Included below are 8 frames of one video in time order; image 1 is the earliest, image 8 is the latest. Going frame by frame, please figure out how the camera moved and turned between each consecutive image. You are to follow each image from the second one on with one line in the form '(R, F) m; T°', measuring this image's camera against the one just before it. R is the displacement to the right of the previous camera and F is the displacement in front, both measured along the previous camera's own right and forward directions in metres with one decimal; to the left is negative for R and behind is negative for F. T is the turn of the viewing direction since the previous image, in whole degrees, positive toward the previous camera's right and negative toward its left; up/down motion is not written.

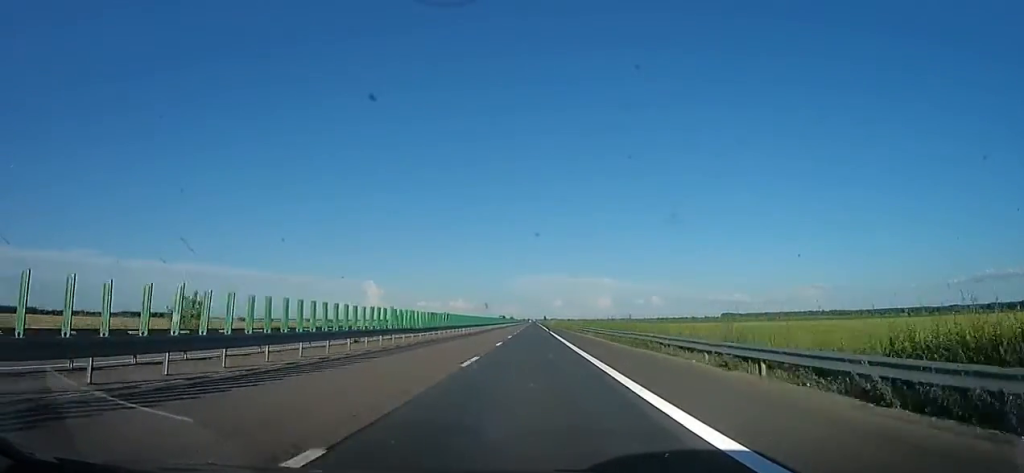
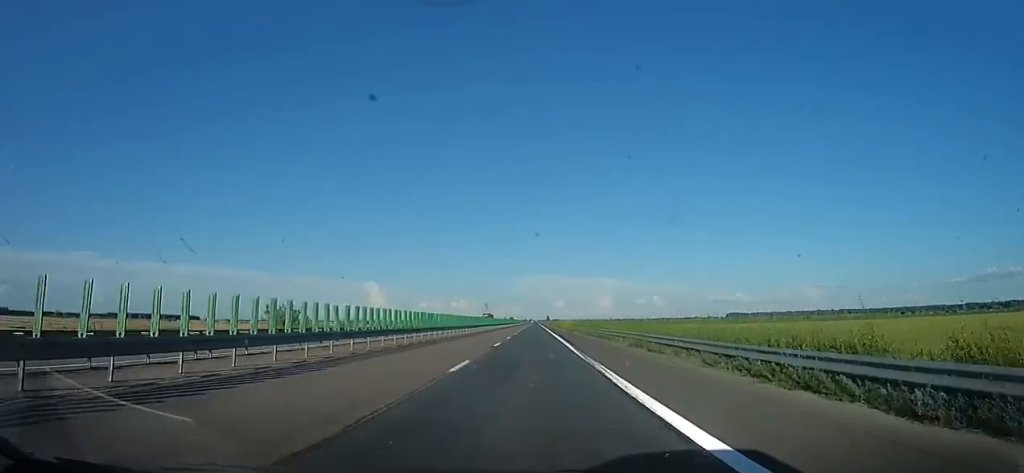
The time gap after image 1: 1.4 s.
(-0.6, +49.0) m; +1°
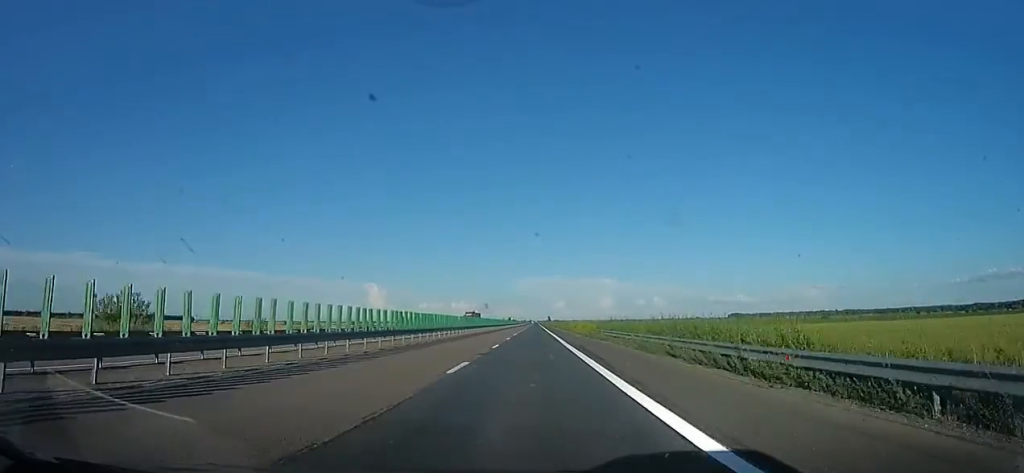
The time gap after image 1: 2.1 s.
(+0.5, +24.2) m; +1°
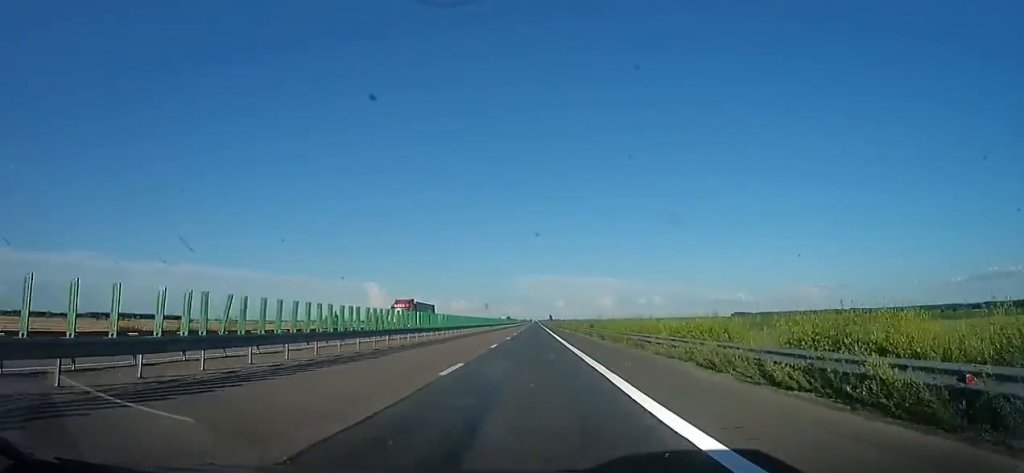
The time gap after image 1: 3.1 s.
(0.0, +36.6) m; 0°
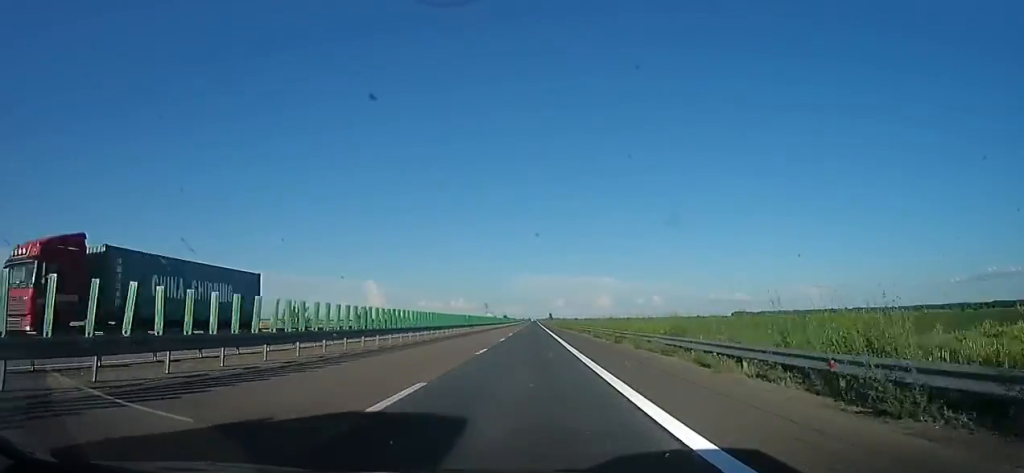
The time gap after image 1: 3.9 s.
(0.0, +28.6) m; 0°
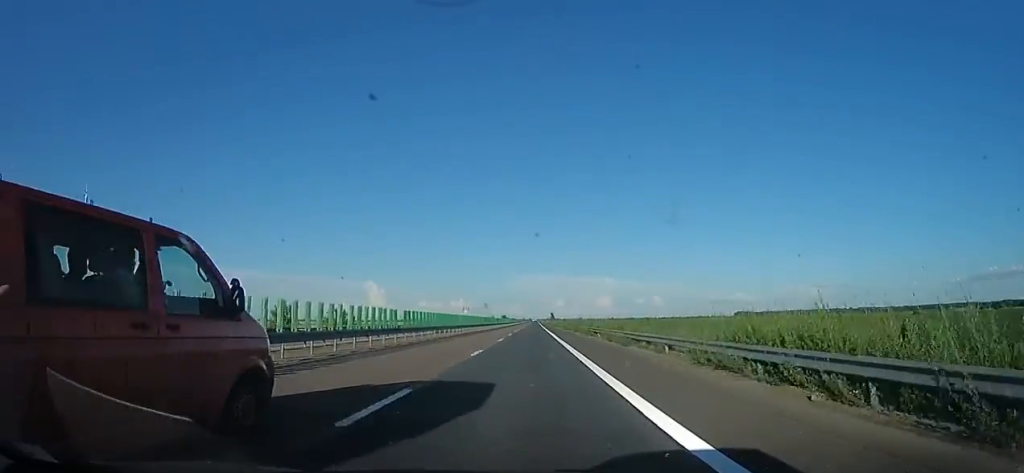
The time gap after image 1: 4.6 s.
(0.0, +24.1) m; 0°
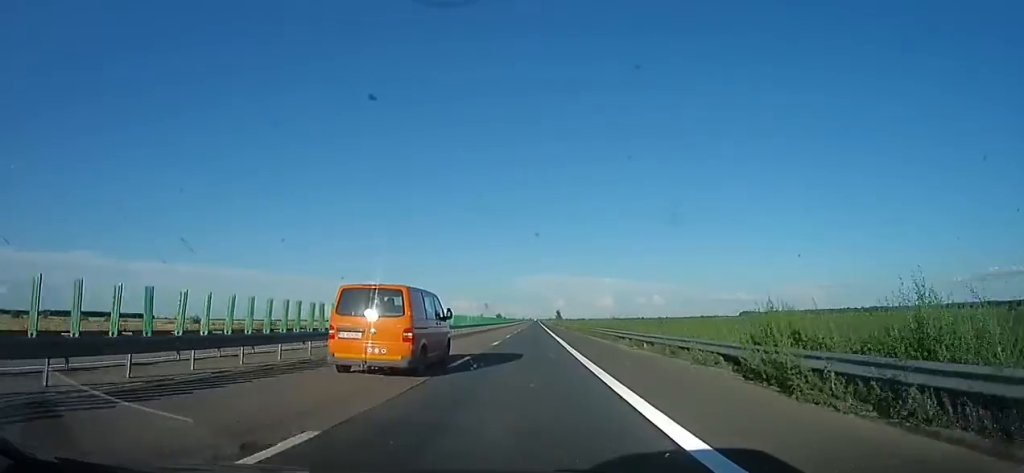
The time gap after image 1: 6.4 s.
(0.0, +65.0) m; 0°
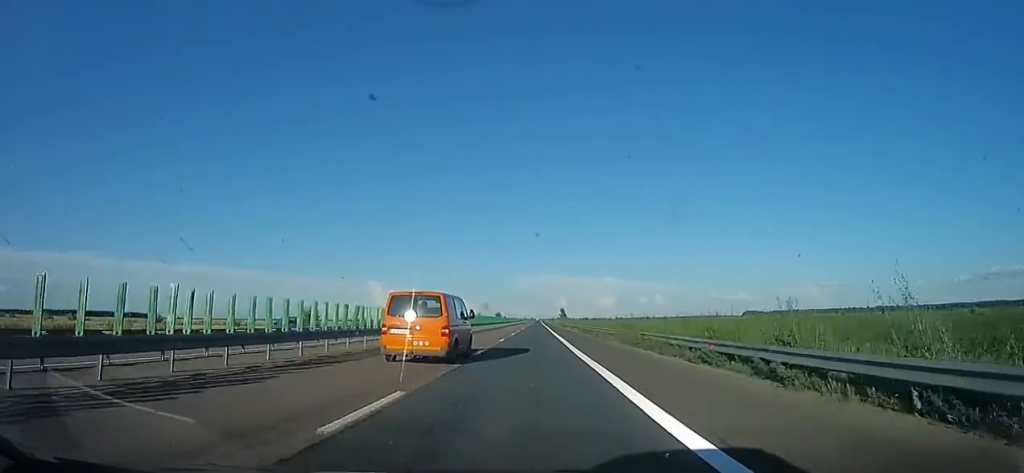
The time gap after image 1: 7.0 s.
(0.0, +21.0) m; 0°
